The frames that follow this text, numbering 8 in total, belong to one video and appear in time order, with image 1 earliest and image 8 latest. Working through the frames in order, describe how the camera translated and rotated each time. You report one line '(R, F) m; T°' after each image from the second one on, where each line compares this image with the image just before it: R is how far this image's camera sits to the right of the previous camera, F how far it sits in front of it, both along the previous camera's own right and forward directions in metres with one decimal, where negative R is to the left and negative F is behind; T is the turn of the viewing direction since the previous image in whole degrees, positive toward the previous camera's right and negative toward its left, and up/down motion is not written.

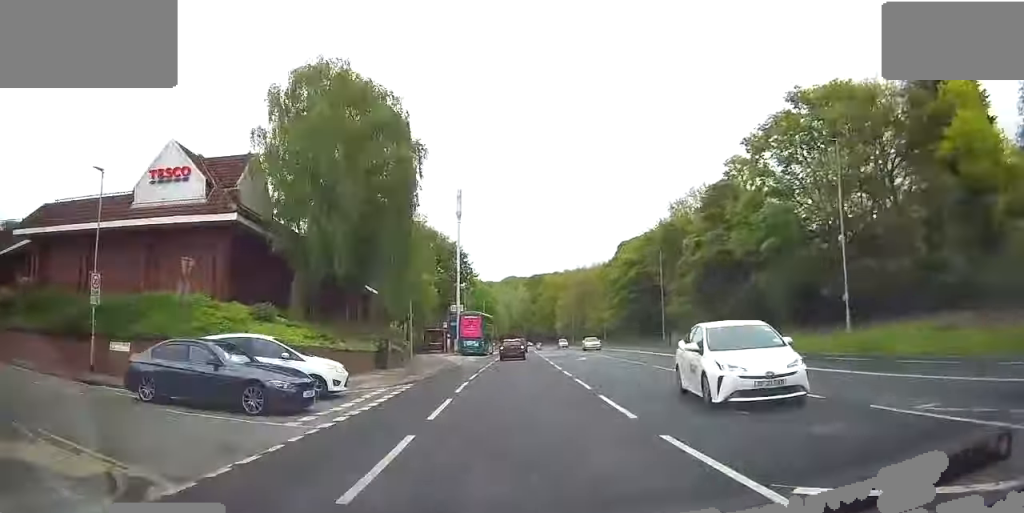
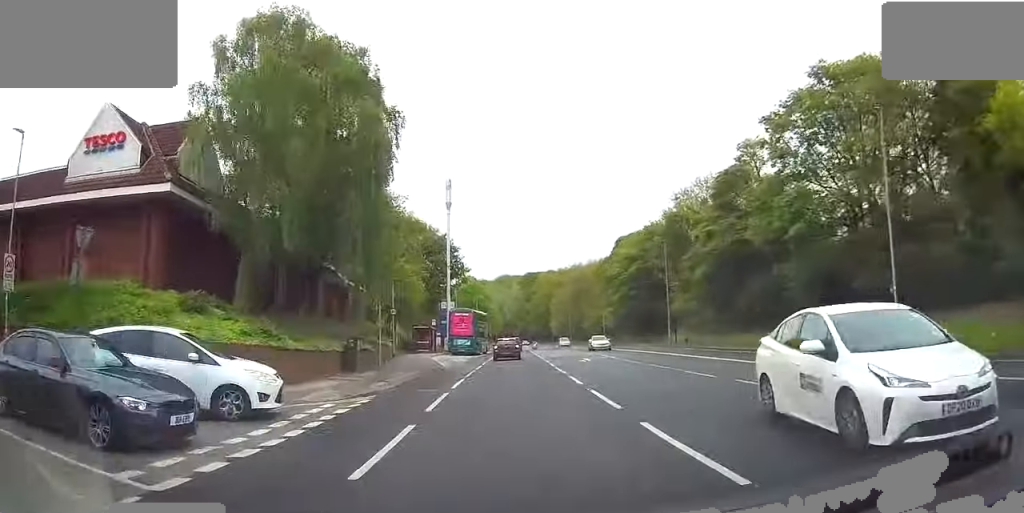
(0.0, +4.9) m; 0°
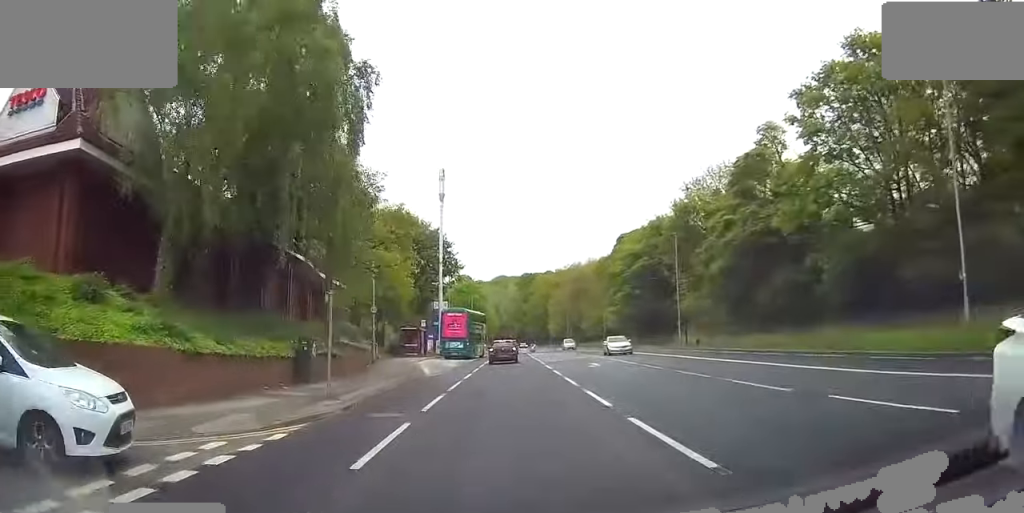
(0.0, +5.3) m; 0°
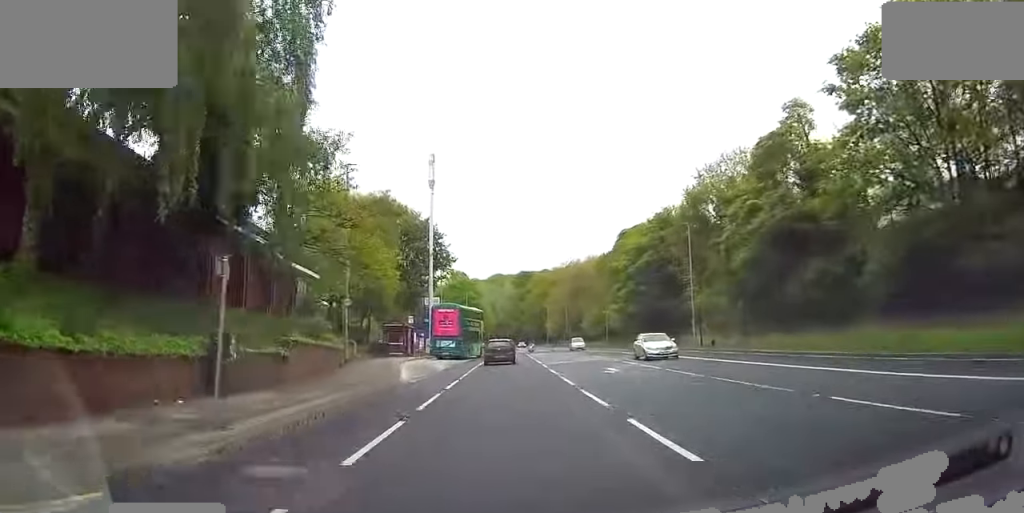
(+0.1, +5.7) m; +2°
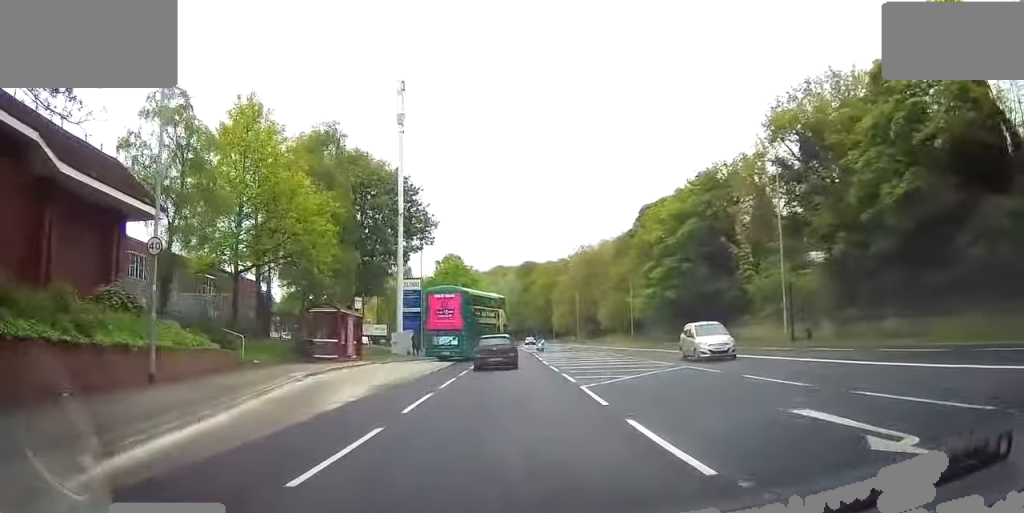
(+0.9, +19.0) m; -2°
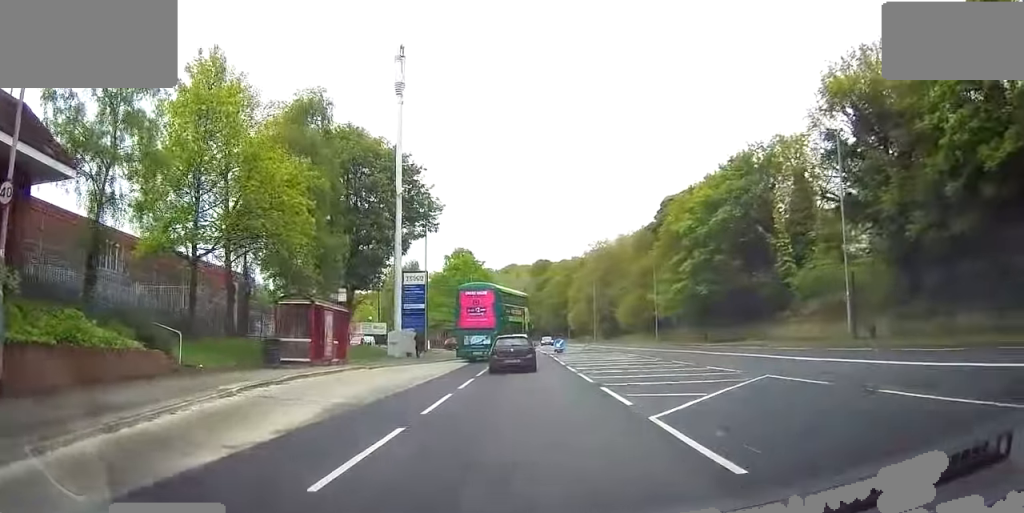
(-0.5, +6.7) m; -3°
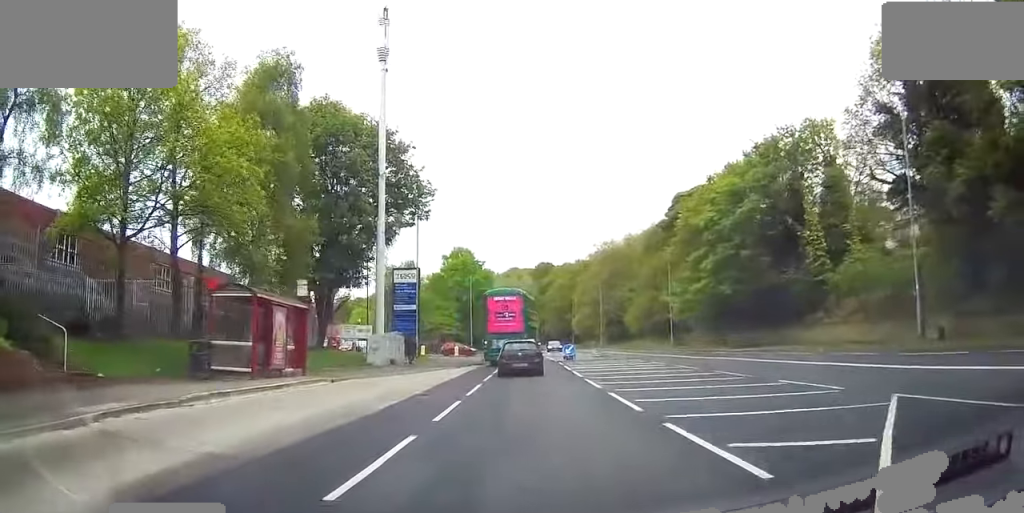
(+0.2, +7.3) m; +4°
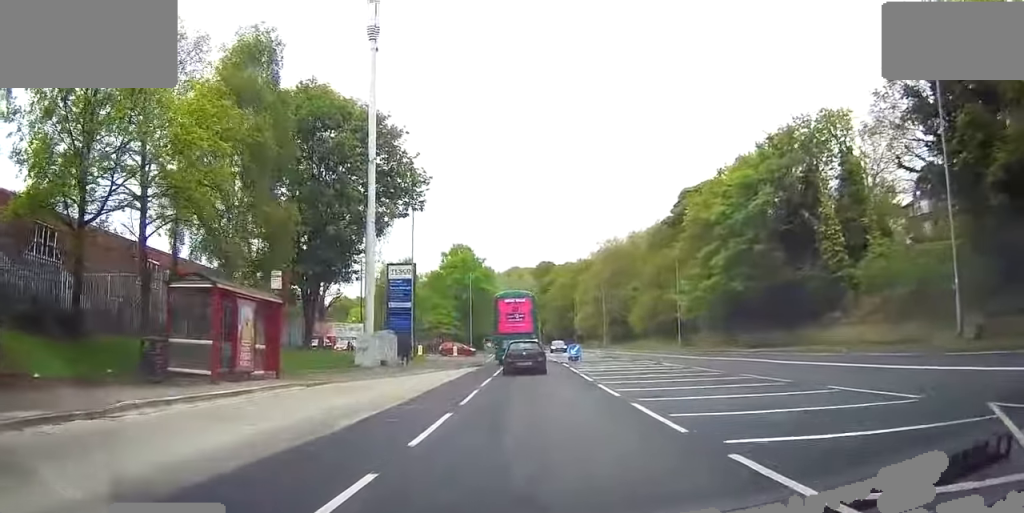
(+0.1, +3.2) m; +1°
